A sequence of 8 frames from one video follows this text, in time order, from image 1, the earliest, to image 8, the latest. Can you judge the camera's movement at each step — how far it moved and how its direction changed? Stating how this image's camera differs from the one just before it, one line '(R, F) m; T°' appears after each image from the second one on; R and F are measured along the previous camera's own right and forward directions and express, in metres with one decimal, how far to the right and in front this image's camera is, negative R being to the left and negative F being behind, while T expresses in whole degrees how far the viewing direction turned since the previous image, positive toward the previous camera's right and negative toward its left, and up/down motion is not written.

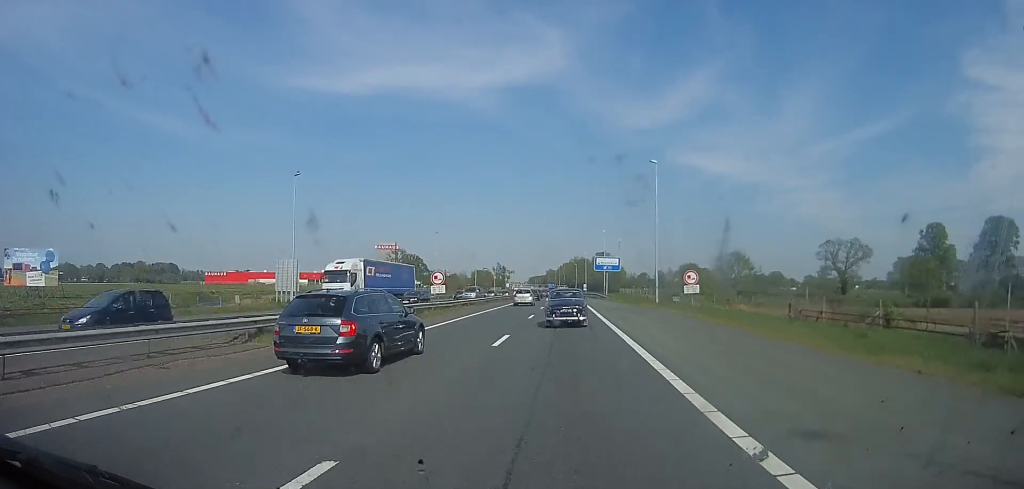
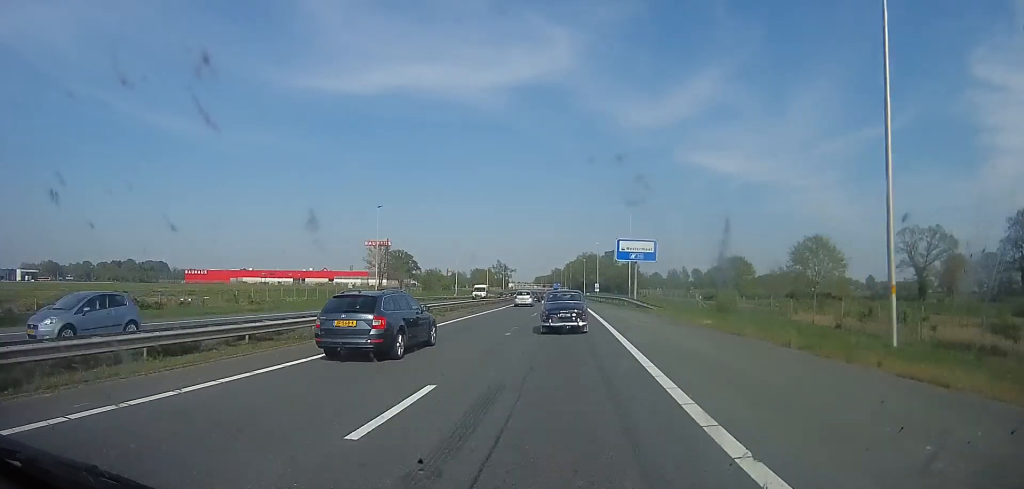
(-1.7, +33.5) m; -3°
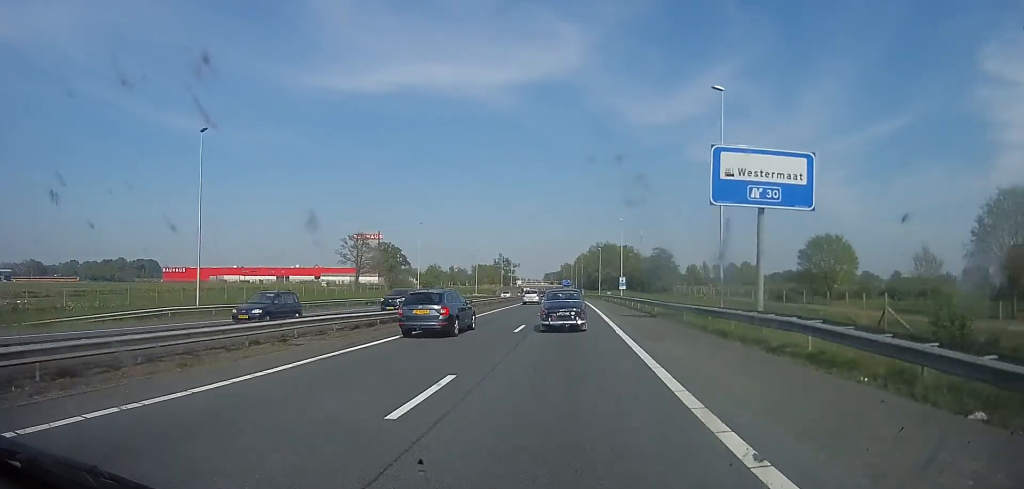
(+0.1, +36.6) m; -1°
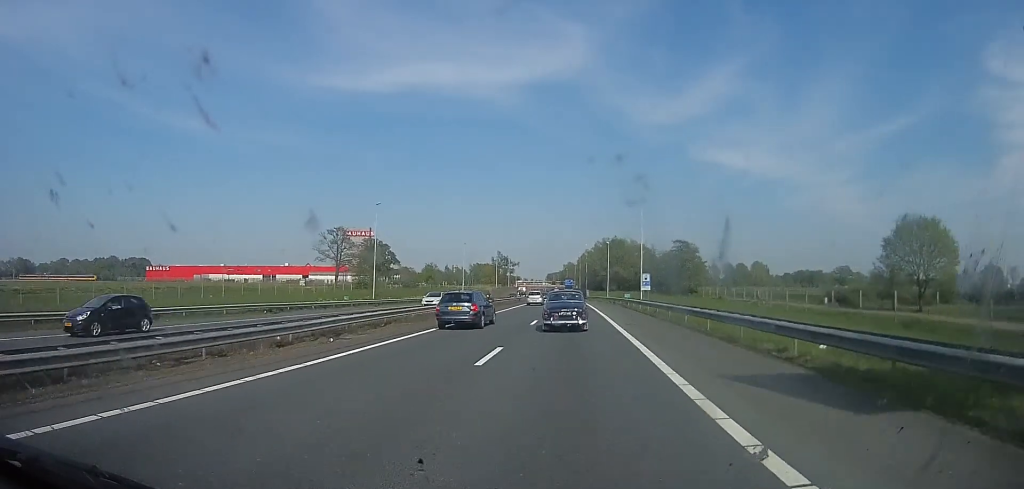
(+0.1, +19.8) m; -1°
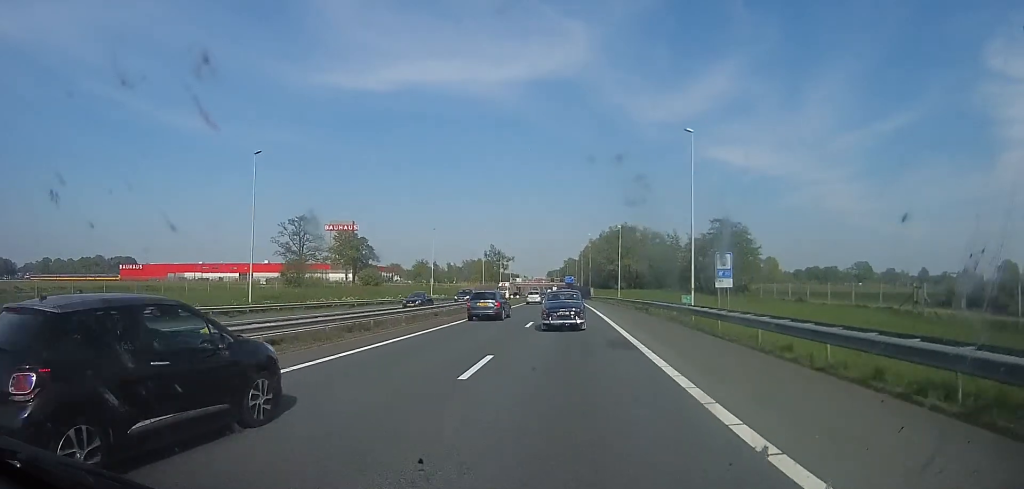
(-0.7, +25.4) m; 0°
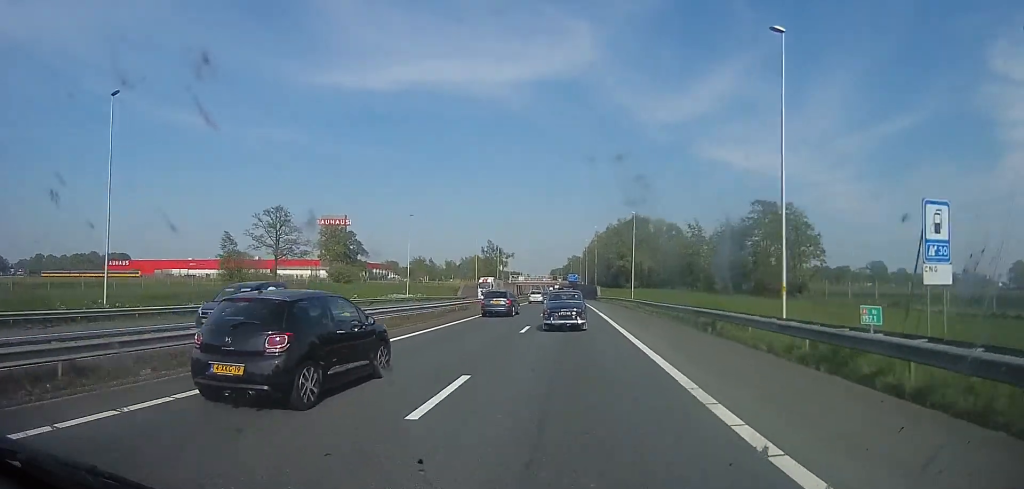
(+0.7, +14.7) m; 0°
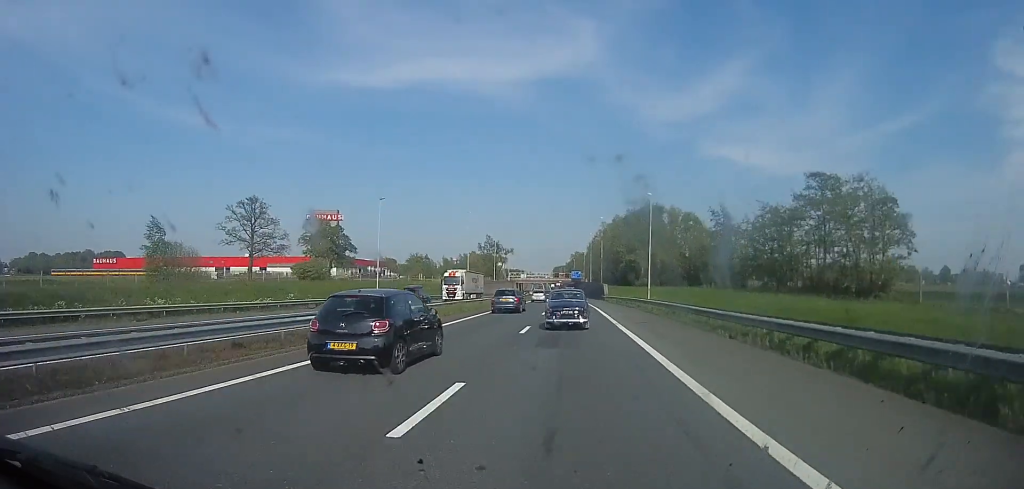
(+0.4, +12.7) m; -1°
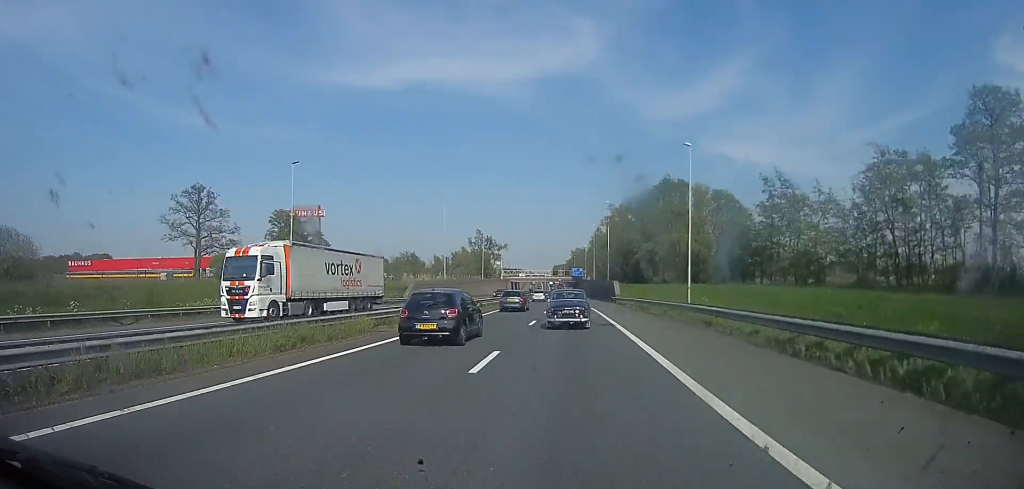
(-1.3, +20.1) m; -3°
